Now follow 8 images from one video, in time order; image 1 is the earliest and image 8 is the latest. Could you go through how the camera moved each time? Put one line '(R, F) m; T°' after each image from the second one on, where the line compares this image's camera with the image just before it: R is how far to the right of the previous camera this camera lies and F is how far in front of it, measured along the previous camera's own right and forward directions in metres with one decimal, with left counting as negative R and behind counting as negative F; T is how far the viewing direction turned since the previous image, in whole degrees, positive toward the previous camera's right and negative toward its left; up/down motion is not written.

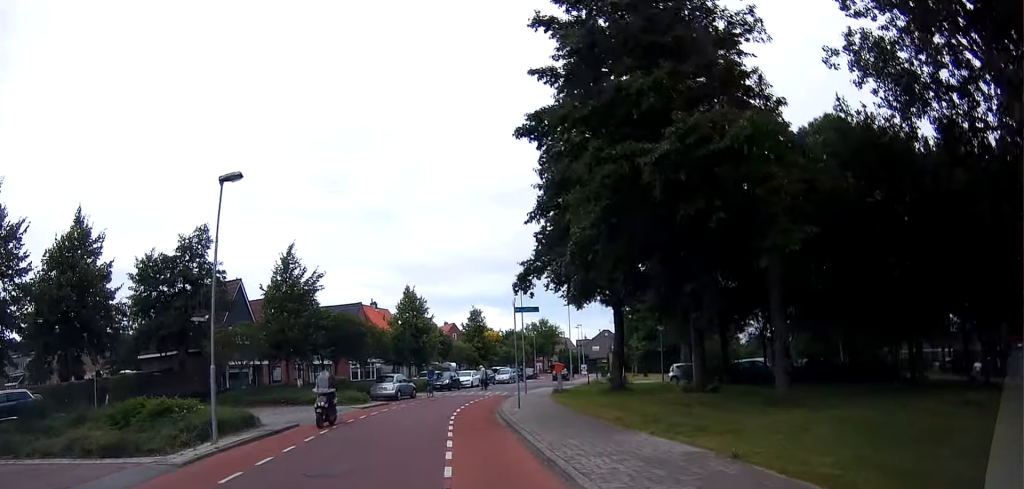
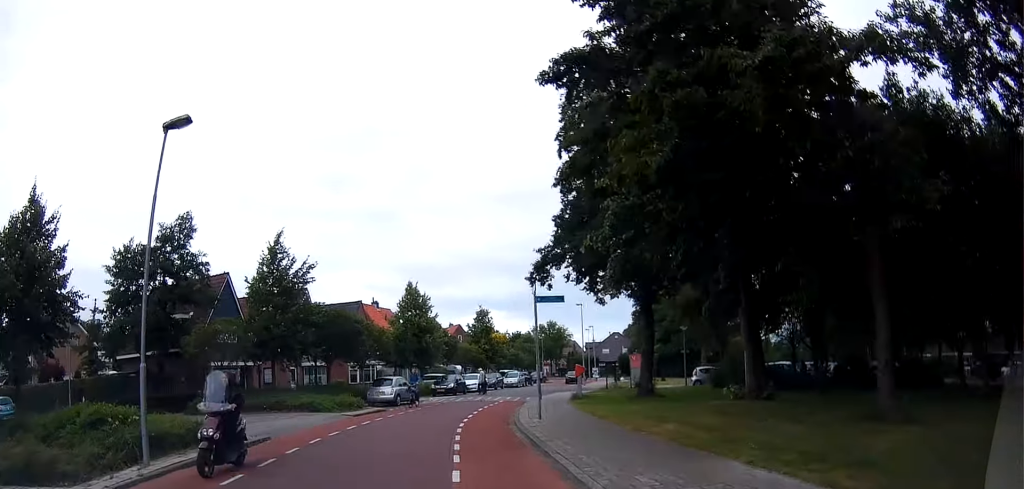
(0.0, +3.5) m; -2°
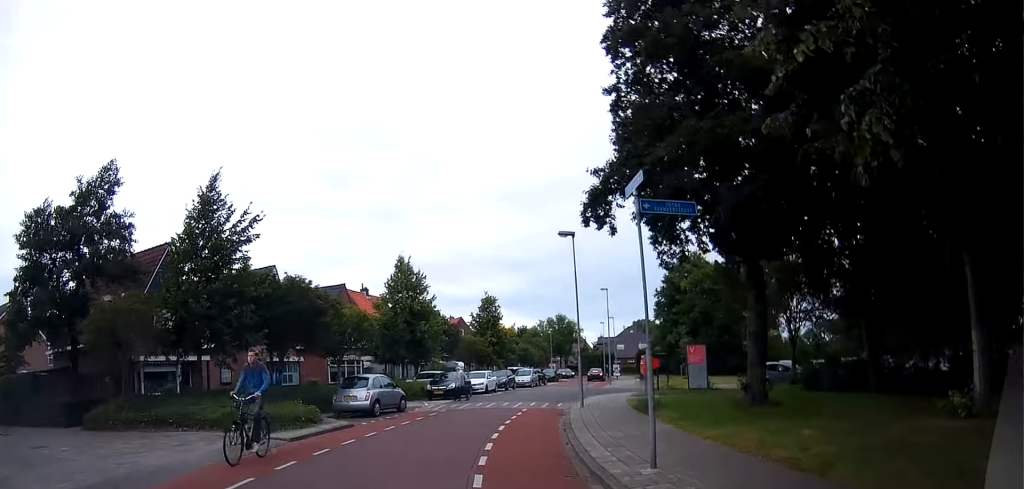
(-0.4, +9.0) m; -4°
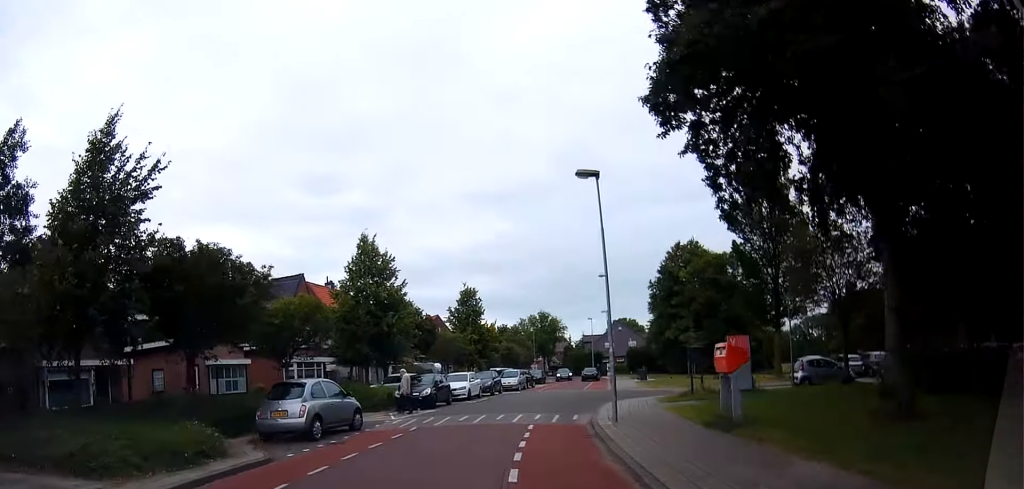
(-0.1, +6.7) m; 0°
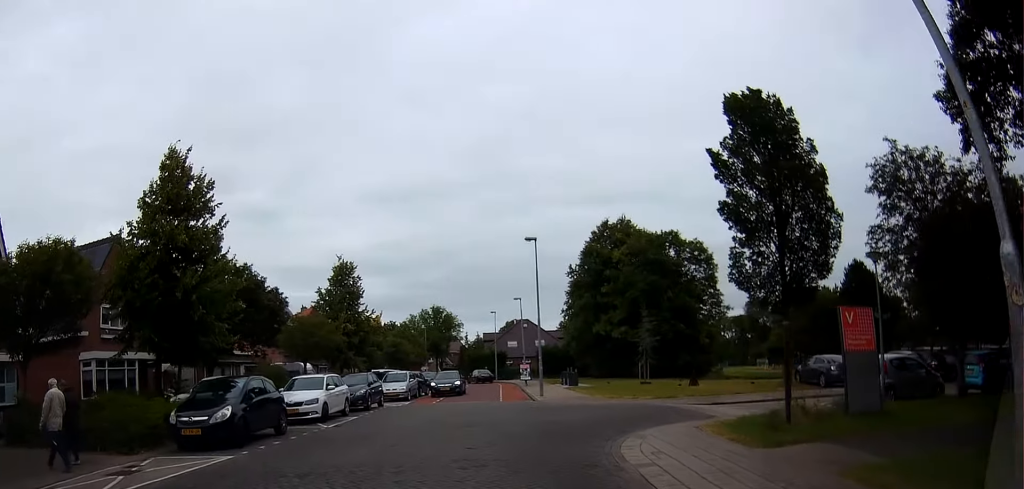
(+1.3, +12.6) m; +17°
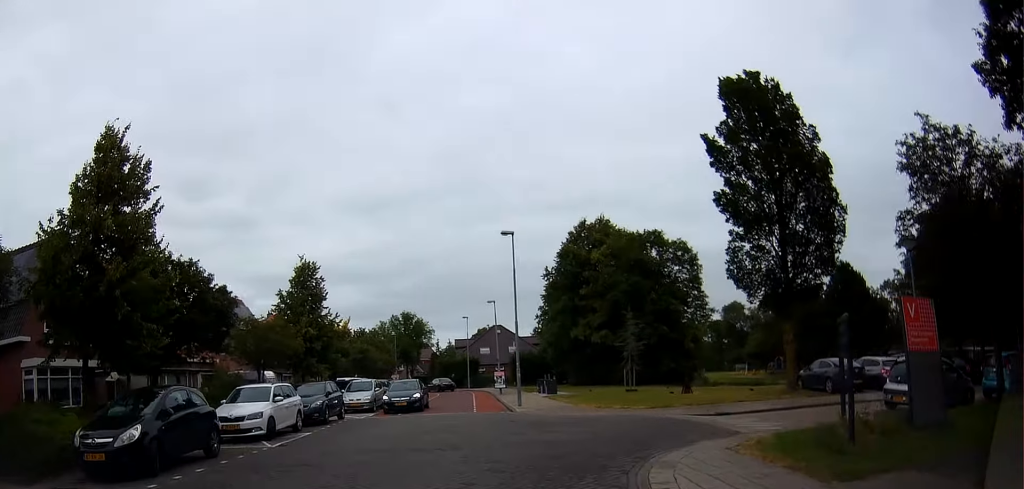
(+0.1, +2.6) m; +2°
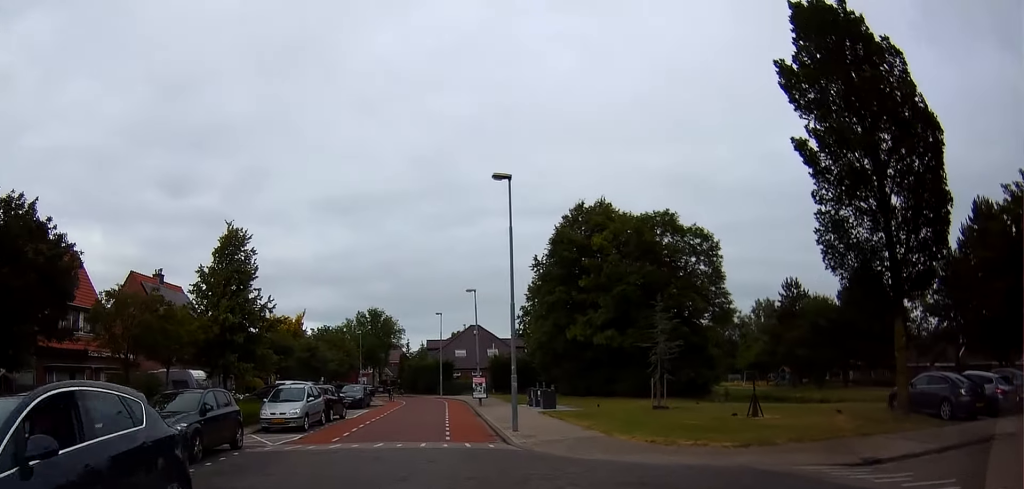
(-0.2, +8.5) m; -3°
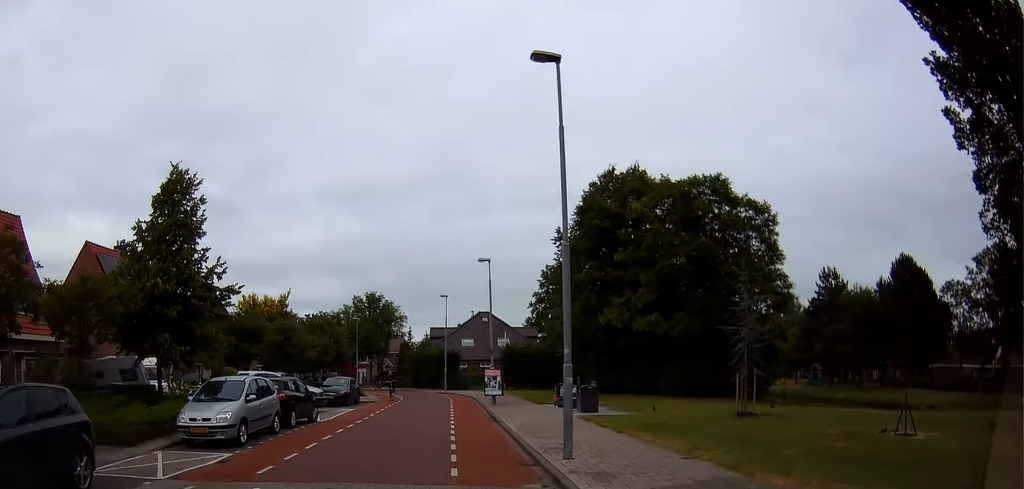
(+0.1, +6.7) m; +3°
